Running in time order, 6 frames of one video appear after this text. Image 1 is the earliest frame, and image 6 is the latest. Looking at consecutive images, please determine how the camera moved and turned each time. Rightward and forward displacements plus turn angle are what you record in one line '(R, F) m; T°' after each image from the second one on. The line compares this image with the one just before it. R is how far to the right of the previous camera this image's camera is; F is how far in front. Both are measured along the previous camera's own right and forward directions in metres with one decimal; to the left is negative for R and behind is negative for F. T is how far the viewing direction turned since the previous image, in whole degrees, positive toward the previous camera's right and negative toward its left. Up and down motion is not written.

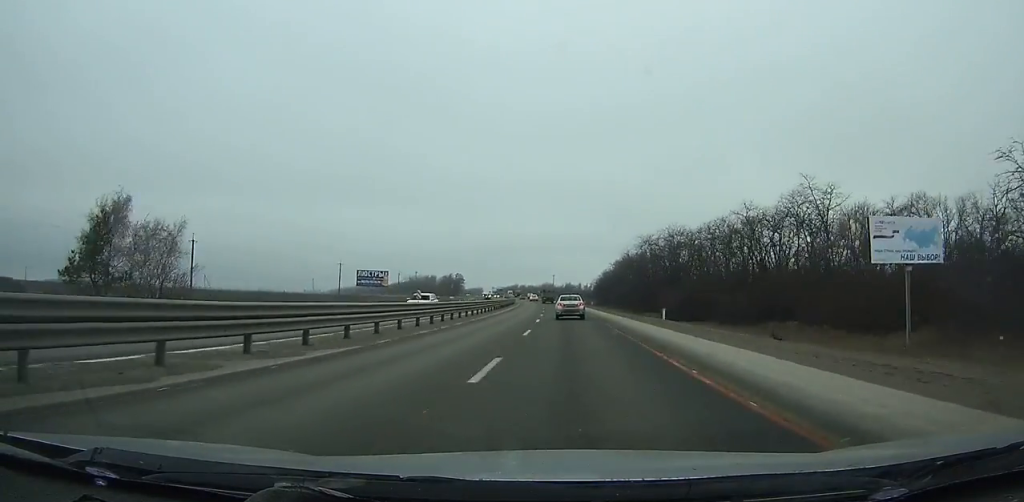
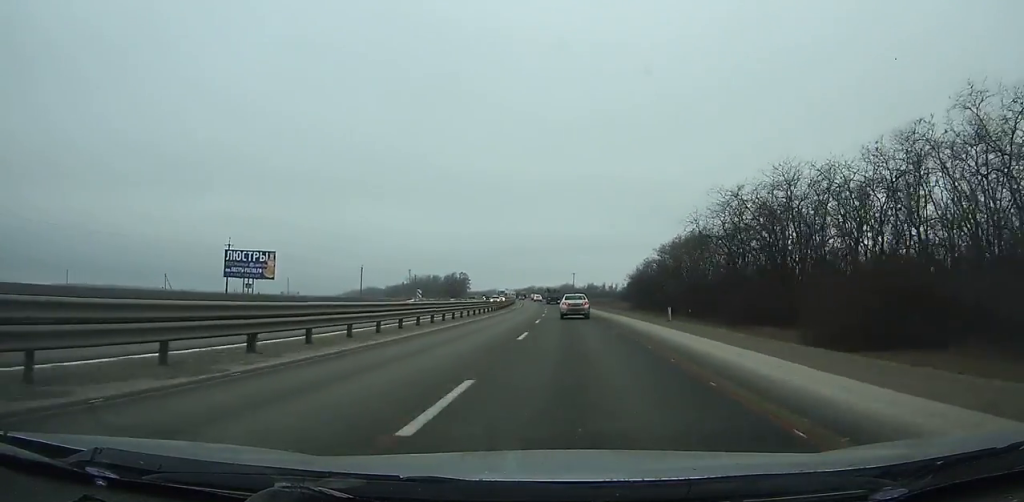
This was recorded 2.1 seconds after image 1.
(-0.8, +49.1) m; -2°
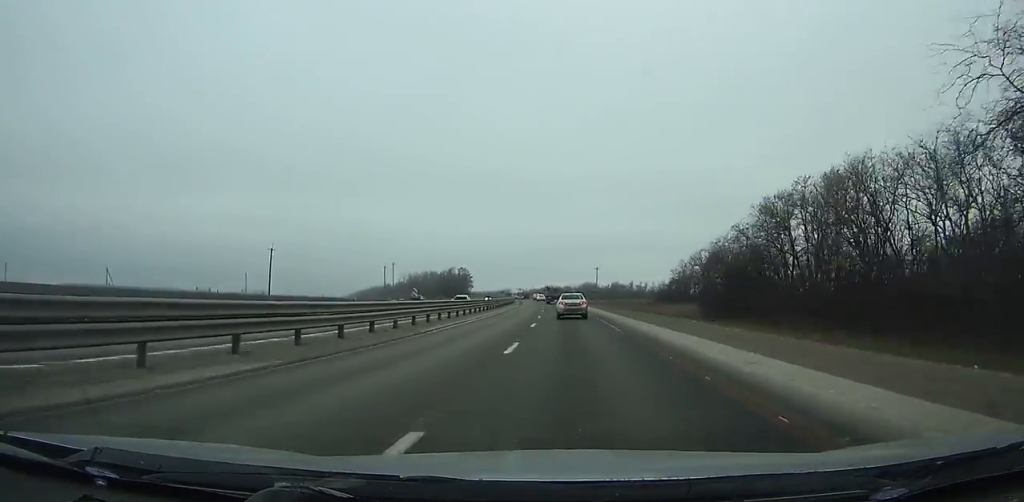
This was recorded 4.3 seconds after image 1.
(-0.6, +50.1) m; -2°
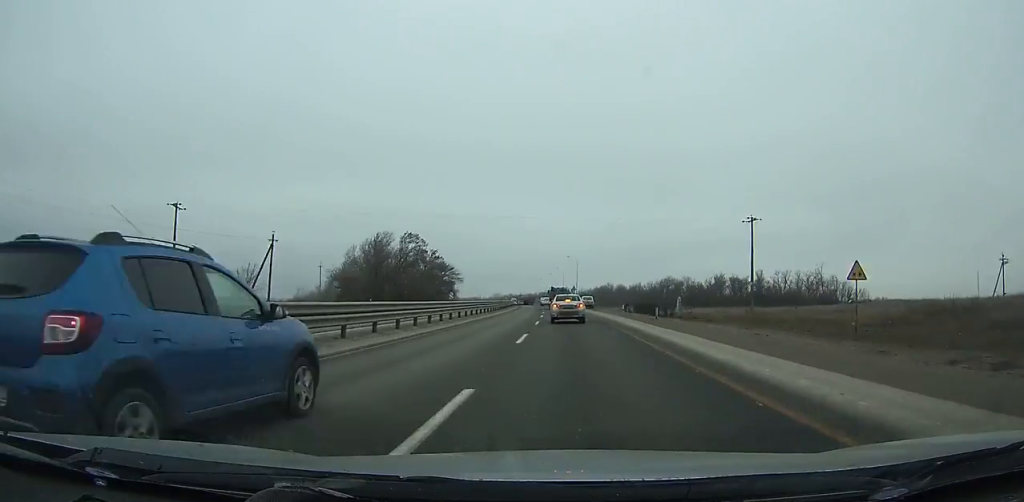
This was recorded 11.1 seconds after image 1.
(-7.2, +139.8) m; -5°
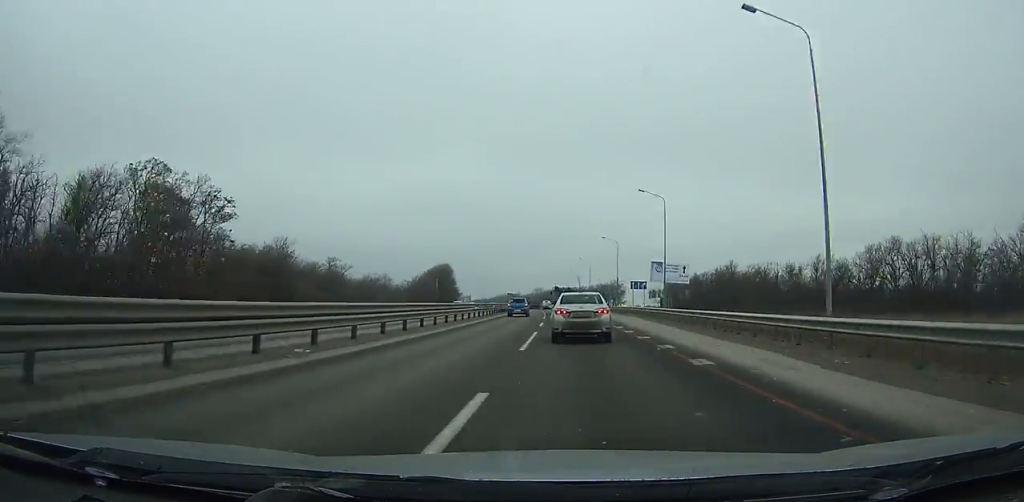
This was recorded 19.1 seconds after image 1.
(-6.8, +142.9) m; -5°
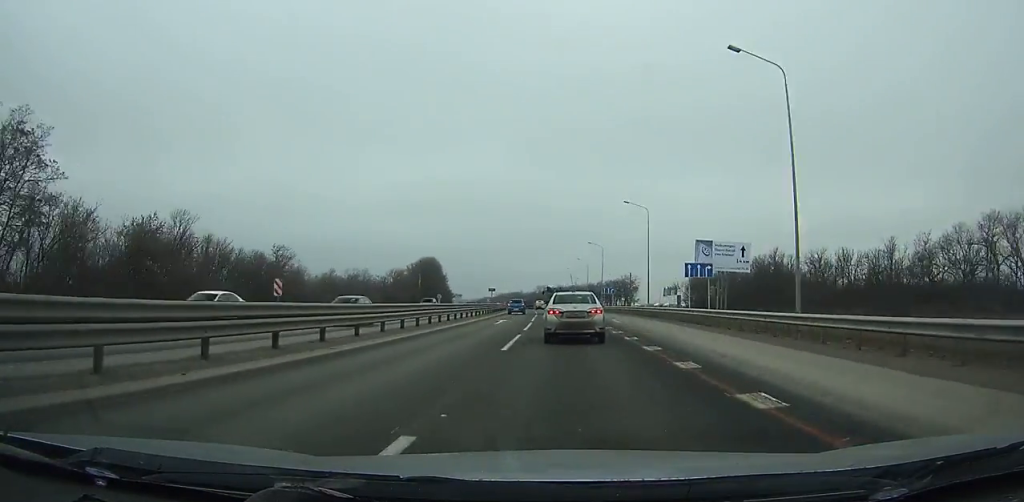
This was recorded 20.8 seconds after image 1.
(-0.3, +28.5) m; -1°
